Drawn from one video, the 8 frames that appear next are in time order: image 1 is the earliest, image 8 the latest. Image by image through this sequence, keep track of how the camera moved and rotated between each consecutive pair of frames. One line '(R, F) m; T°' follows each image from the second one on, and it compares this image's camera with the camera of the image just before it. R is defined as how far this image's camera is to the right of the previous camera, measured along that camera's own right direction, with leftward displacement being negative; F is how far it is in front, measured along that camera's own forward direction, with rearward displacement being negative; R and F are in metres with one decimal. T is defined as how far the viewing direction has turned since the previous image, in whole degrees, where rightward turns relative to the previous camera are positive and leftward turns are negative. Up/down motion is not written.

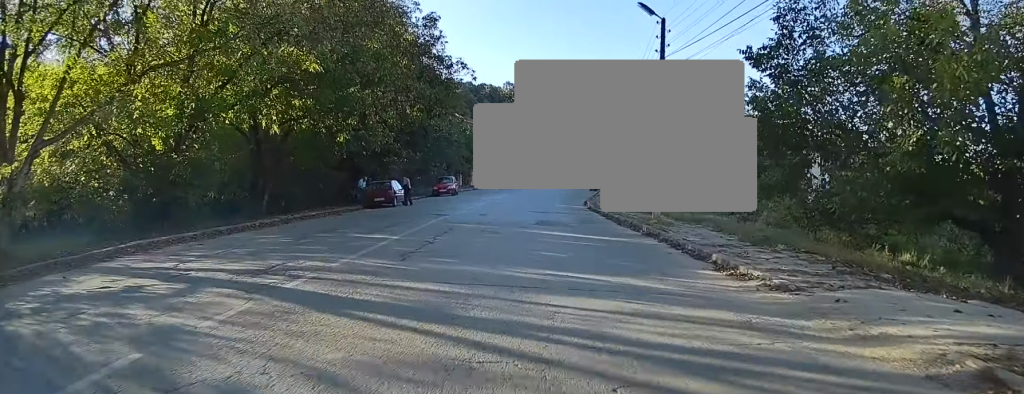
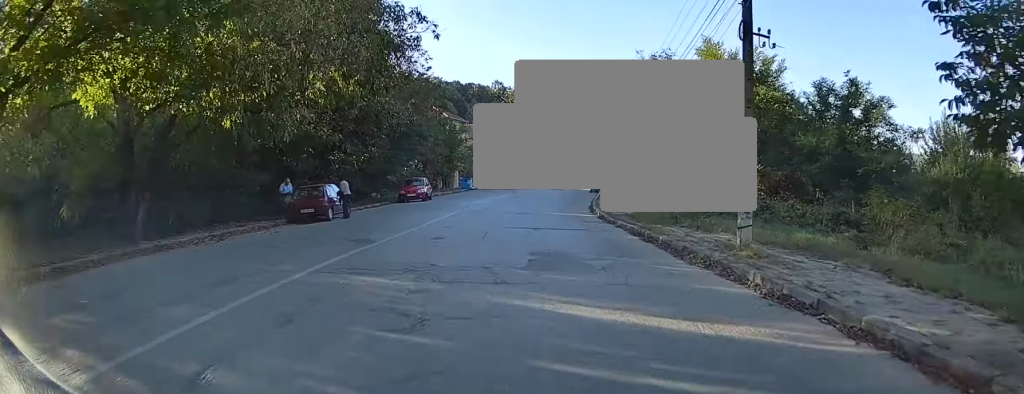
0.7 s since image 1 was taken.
(0.0, +10.2) m; 0°
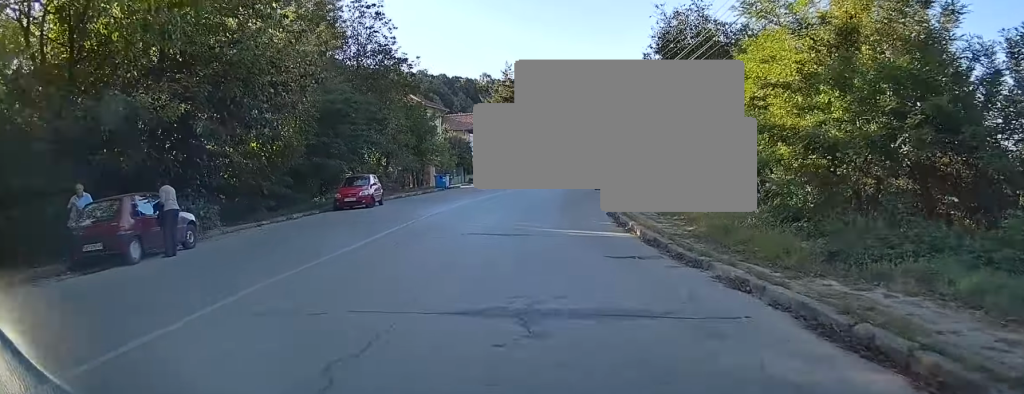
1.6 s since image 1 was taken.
(0.0, +12.7) m; 0°
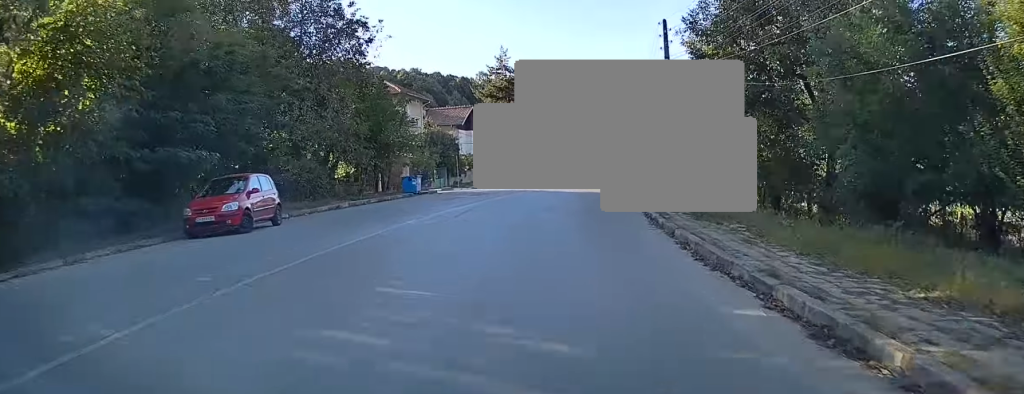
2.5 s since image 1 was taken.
(+0.1, +13.5) m; 0°
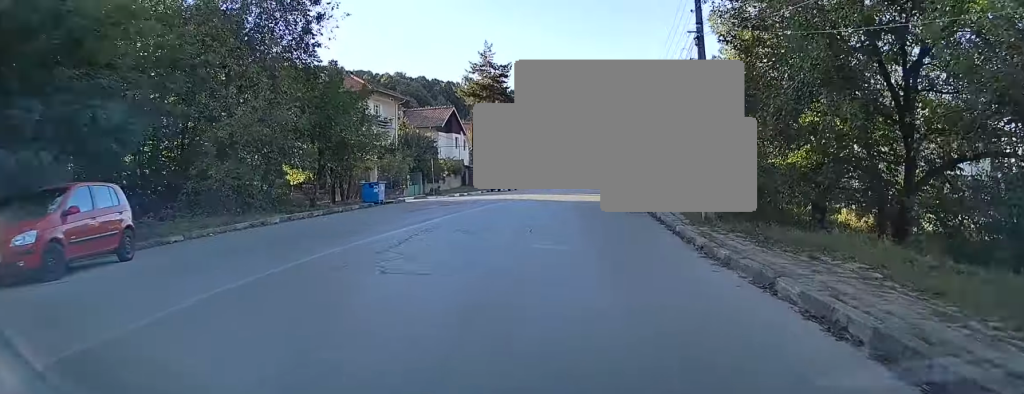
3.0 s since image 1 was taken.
(0.0, +7.2) m; 0°
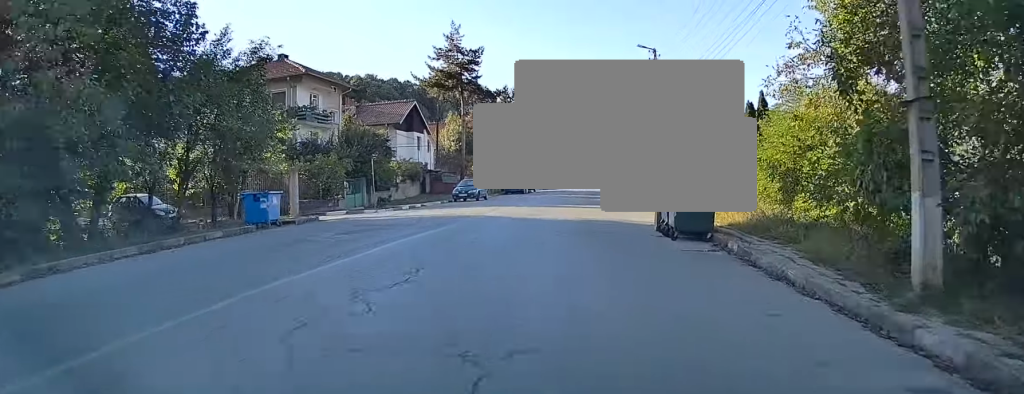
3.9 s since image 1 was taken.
(0.0, +12.5) m; +2°
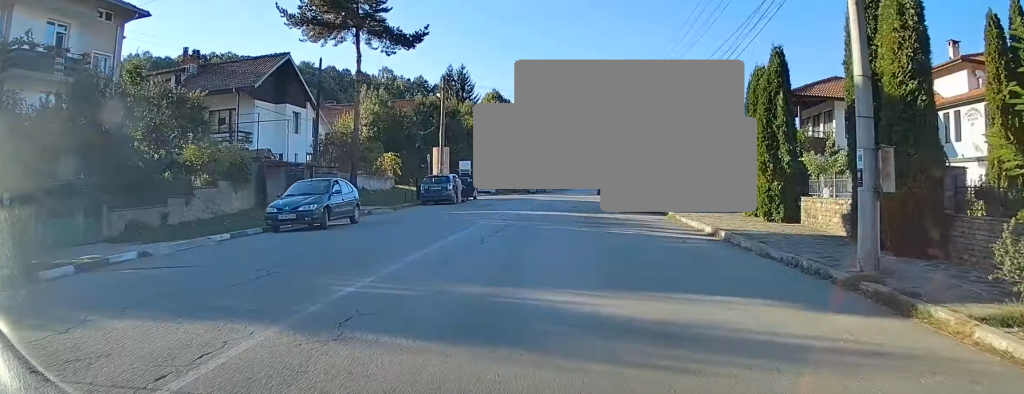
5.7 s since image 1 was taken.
(+1.4, +25.9) m; +4°
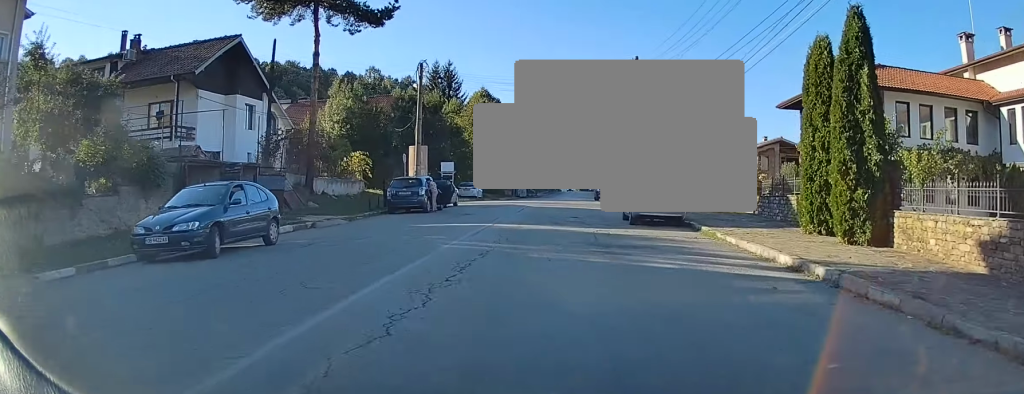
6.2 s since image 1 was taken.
(+0.1, +6.4) m; +1°
